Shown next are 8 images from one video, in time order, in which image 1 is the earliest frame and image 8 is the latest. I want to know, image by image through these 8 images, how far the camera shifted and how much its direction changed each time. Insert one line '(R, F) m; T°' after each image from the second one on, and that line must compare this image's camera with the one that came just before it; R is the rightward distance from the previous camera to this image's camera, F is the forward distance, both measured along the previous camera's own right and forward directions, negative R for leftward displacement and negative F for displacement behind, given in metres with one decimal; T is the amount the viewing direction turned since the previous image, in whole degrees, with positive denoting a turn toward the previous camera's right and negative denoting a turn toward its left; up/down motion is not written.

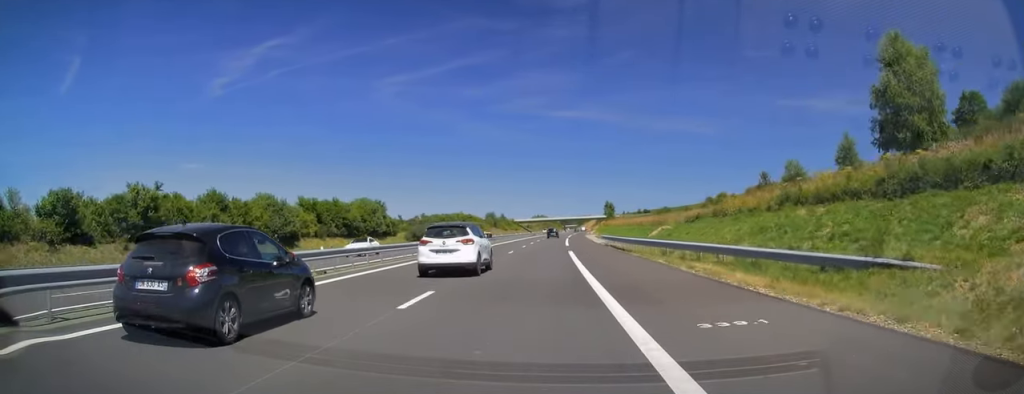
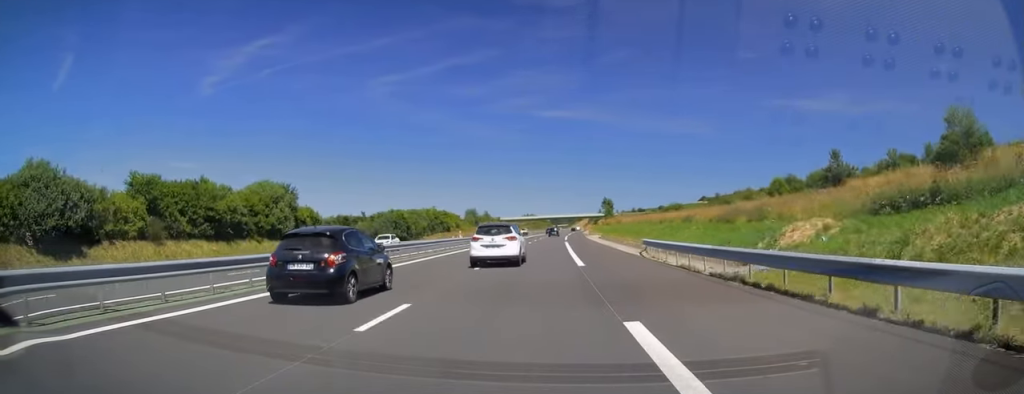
(+0.1, +28.6) m; +1°
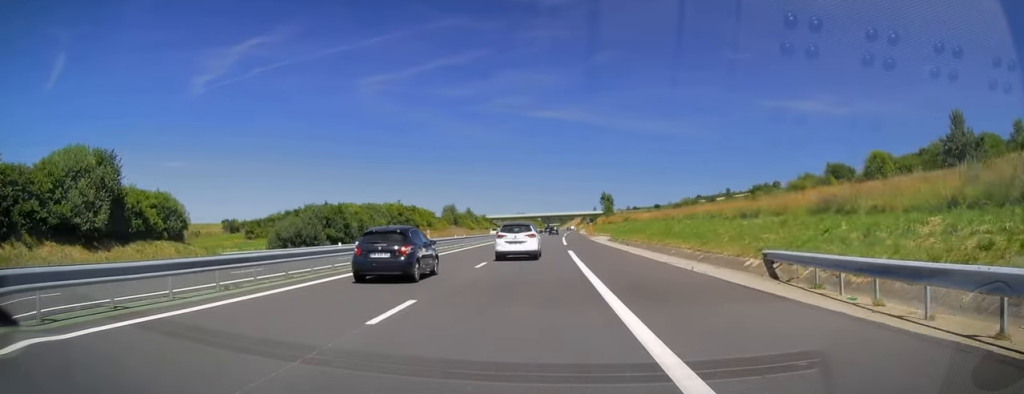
(+0.3, +25.6) m; +1°
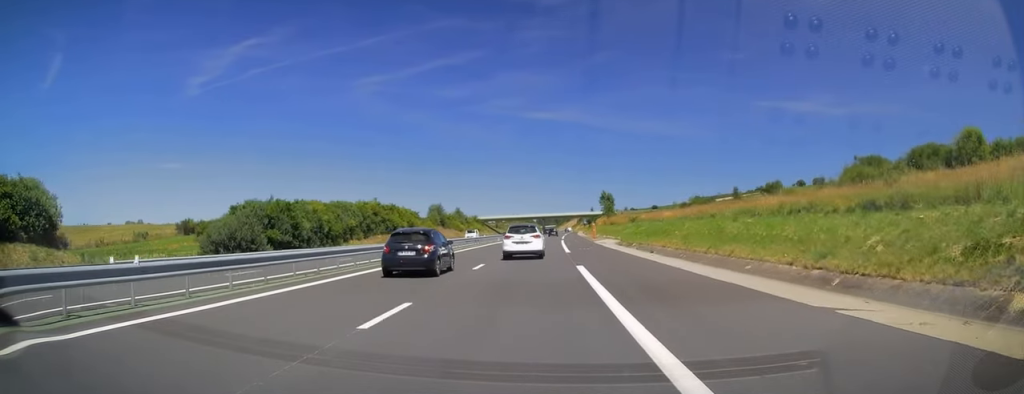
(0.0, +13.3) m; 0°
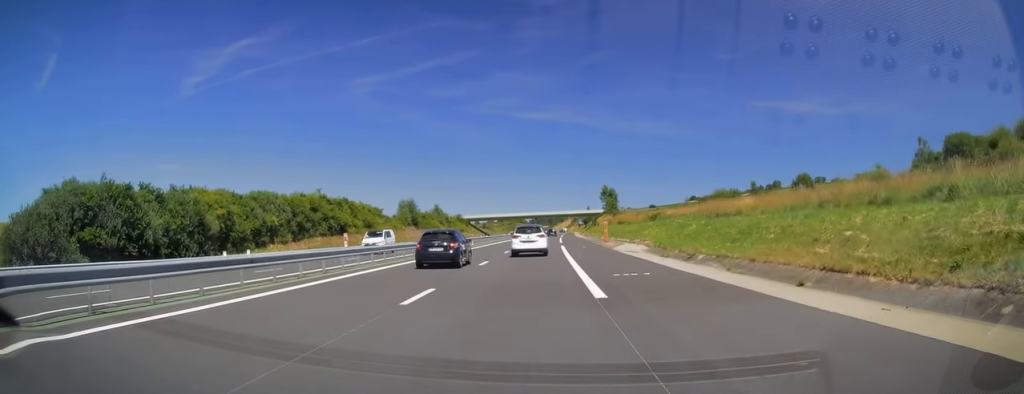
(+0.1, +23.2) m; 0°
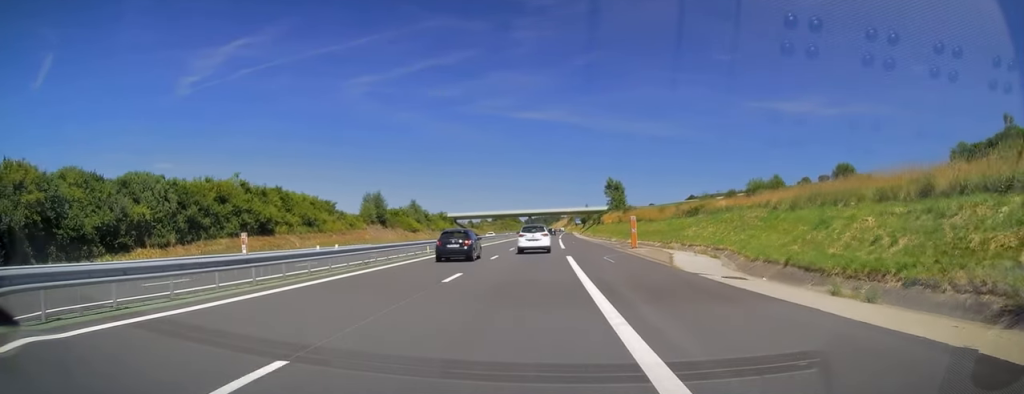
(-0.1, +21.2) m; +1°
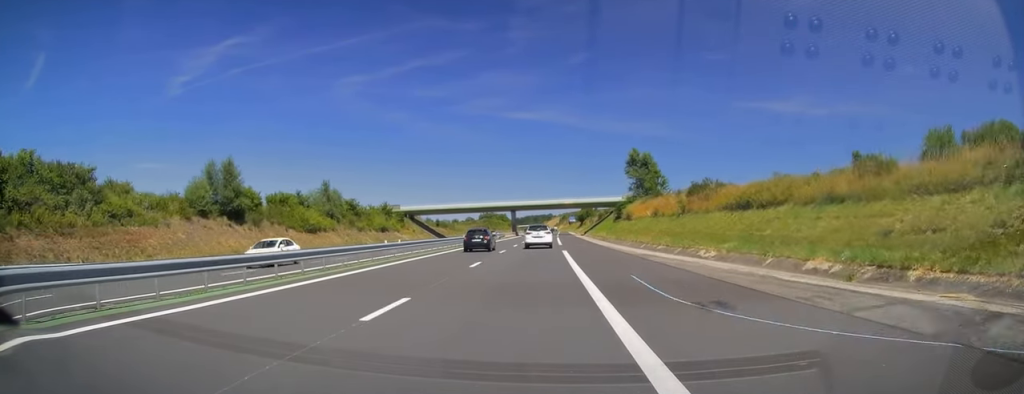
(+0.8, +46.4) m; +2°
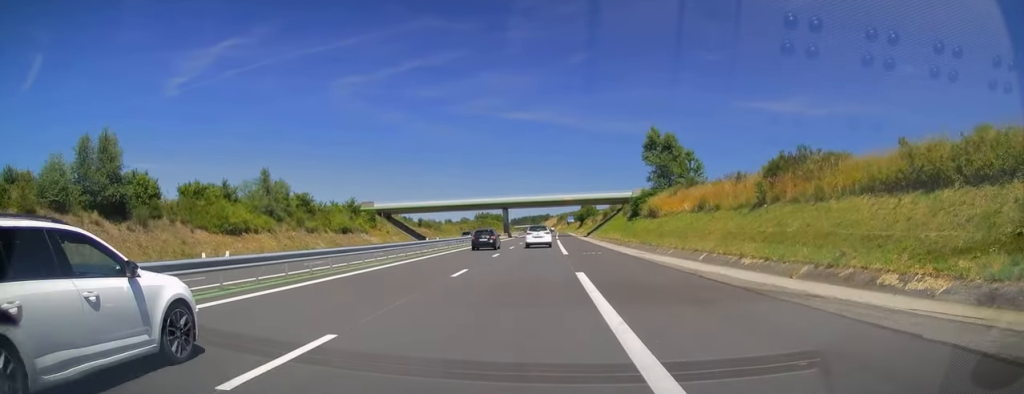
(0.0, +17.3) m; 0°
